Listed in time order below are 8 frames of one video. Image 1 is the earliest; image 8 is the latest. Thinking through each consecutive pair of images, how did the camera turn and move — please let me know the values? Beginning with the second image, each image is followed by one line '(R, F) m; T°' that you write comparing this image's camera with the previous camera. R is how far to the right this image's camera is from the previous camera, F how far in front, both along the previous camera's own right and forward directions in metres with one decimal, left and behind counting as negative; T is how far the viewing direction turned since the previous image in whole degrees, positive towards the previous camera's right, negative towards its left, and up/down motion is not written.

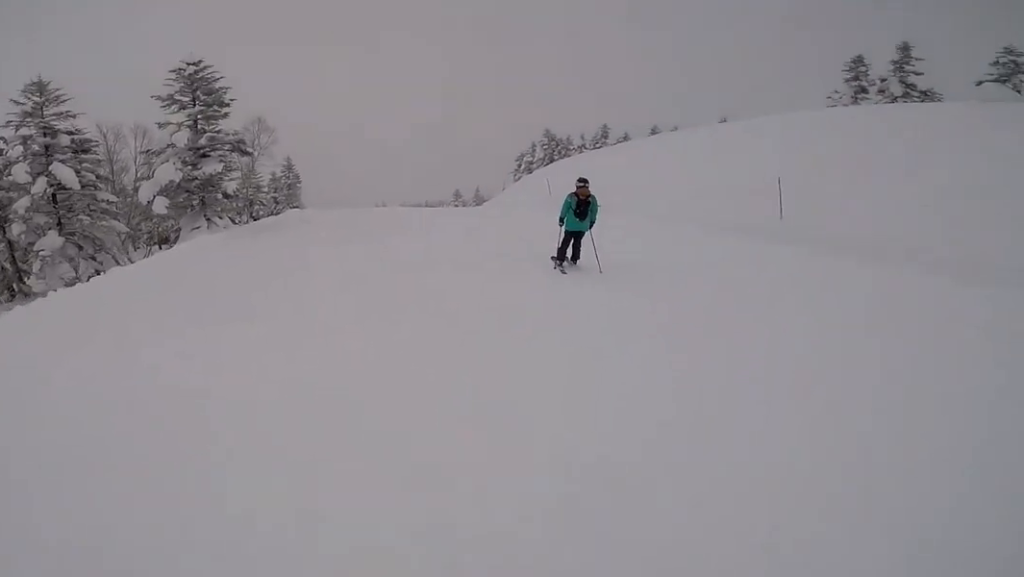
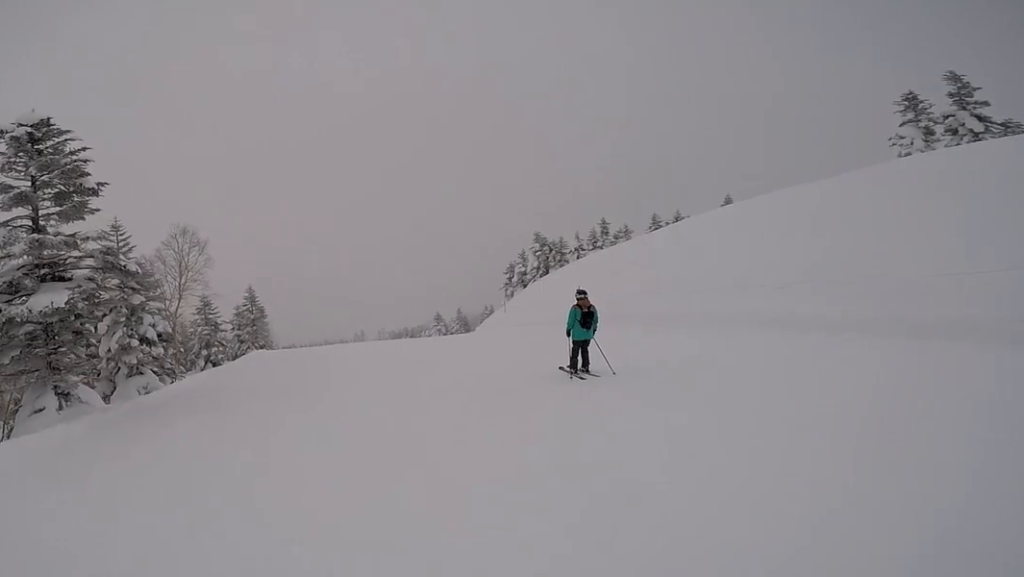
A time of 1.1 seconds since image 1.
(0.0, +7.9) m; +6°
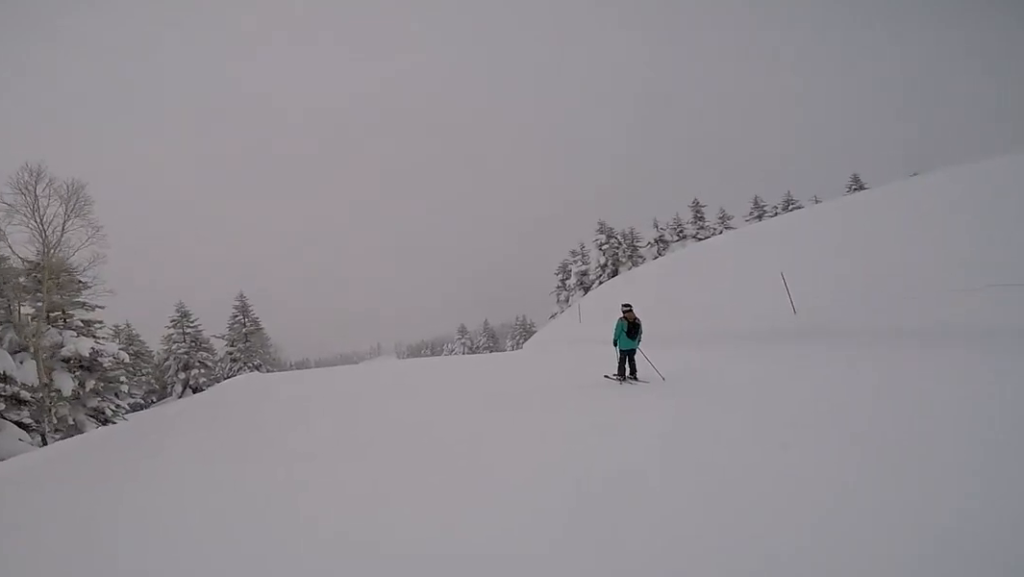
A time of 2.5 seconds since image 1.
(+0.8, +9.7) m; -4°
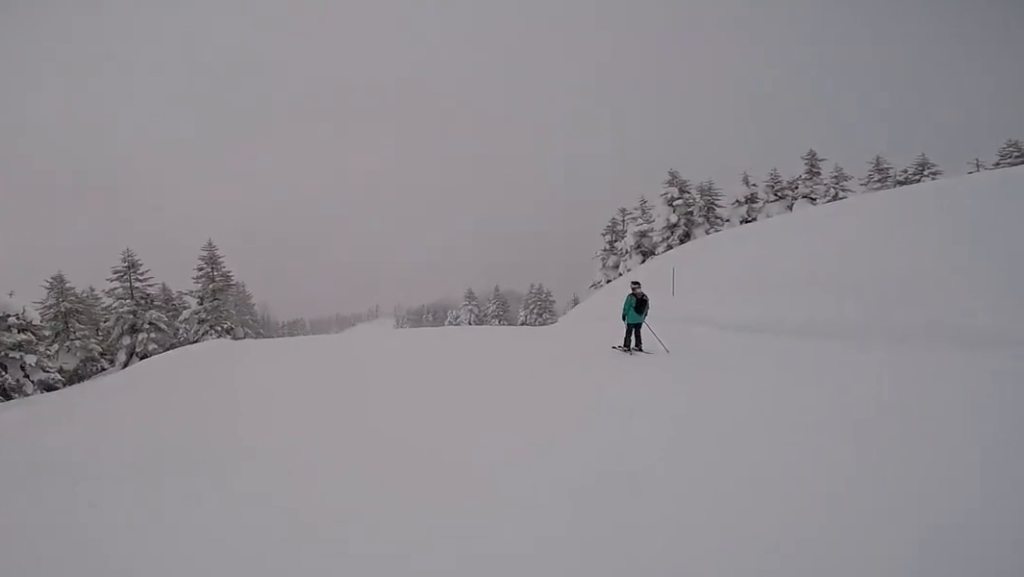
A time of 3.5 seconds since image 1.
(-1.2, +7.5) m; -1°
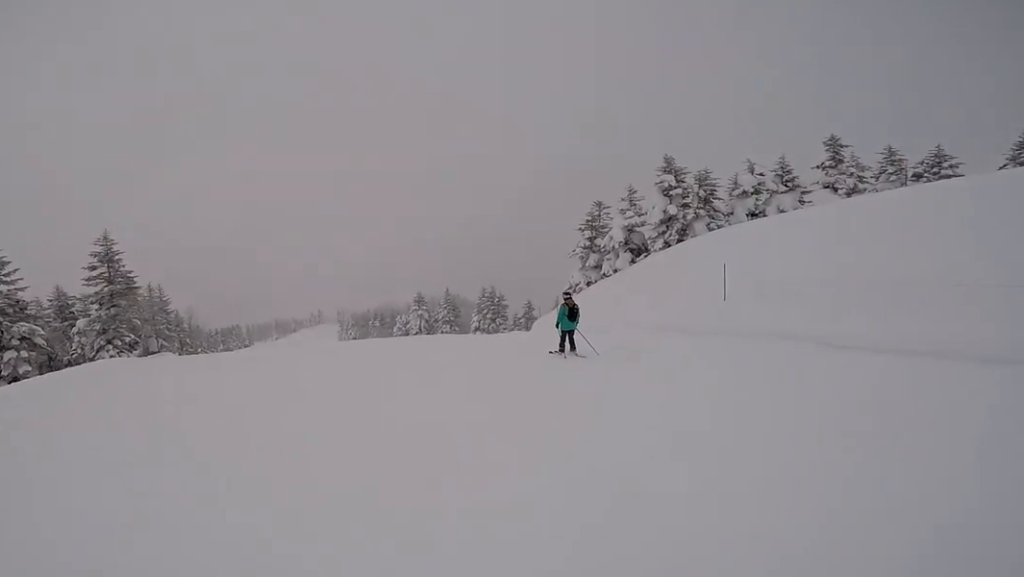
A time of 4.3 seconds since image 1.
(+0.8, +5.5) m; +6°
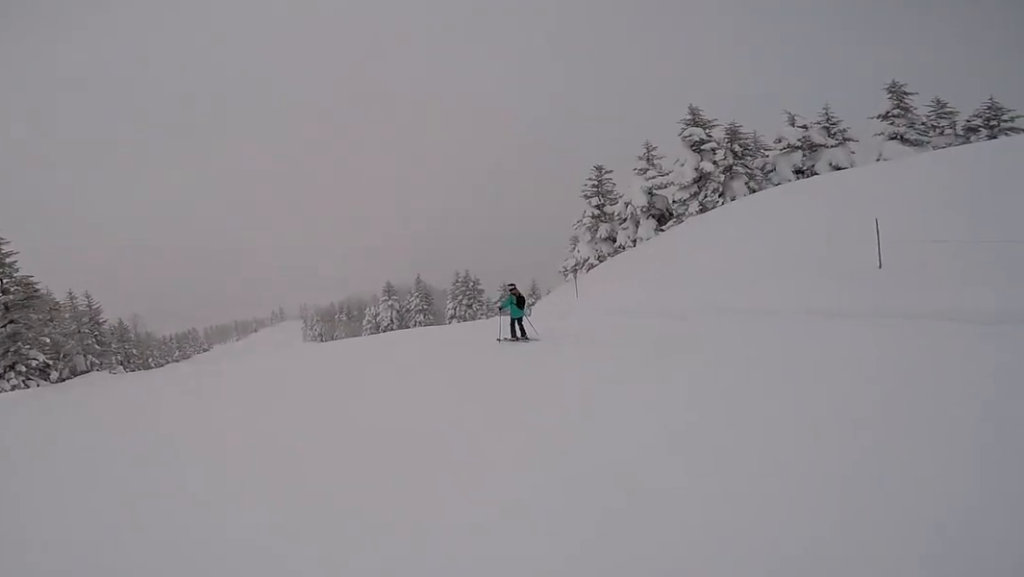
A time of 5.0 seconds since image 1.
(+0.3, +5.3) m; +3°
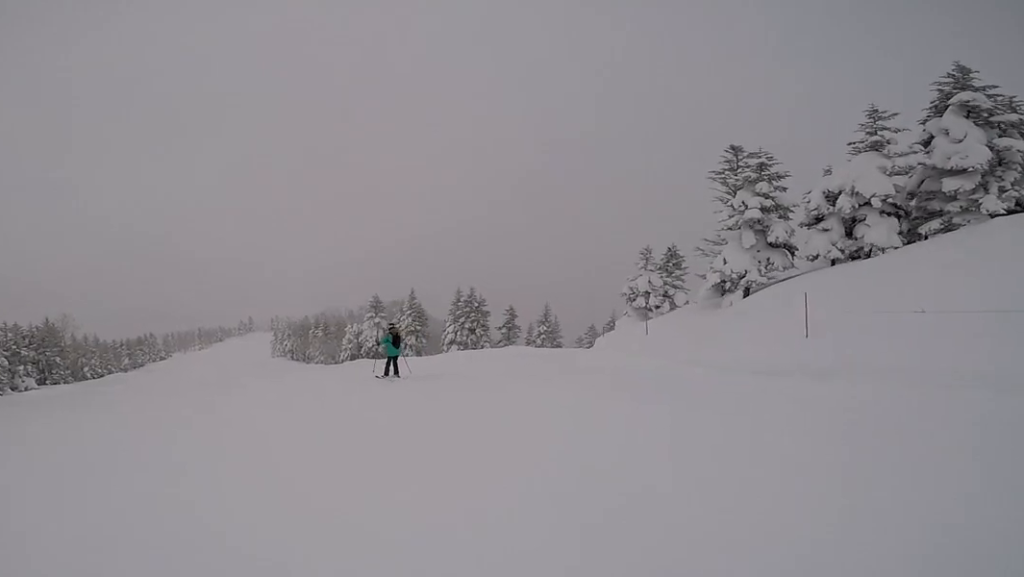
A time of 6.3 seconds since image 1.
(0.0, +10.6) m; -7°
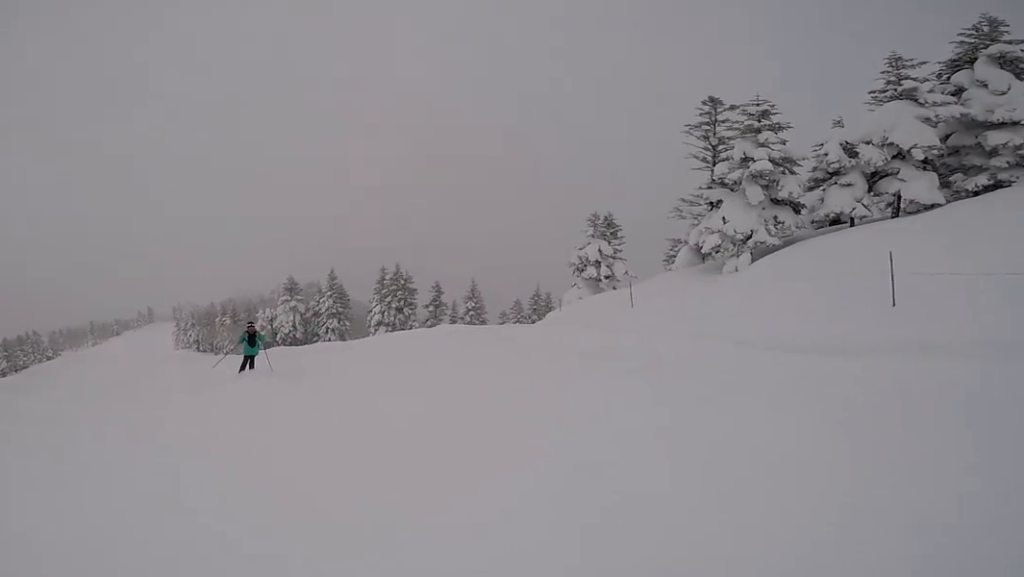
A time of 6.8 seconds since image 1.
(-0.1, +4.1) m; -6°
